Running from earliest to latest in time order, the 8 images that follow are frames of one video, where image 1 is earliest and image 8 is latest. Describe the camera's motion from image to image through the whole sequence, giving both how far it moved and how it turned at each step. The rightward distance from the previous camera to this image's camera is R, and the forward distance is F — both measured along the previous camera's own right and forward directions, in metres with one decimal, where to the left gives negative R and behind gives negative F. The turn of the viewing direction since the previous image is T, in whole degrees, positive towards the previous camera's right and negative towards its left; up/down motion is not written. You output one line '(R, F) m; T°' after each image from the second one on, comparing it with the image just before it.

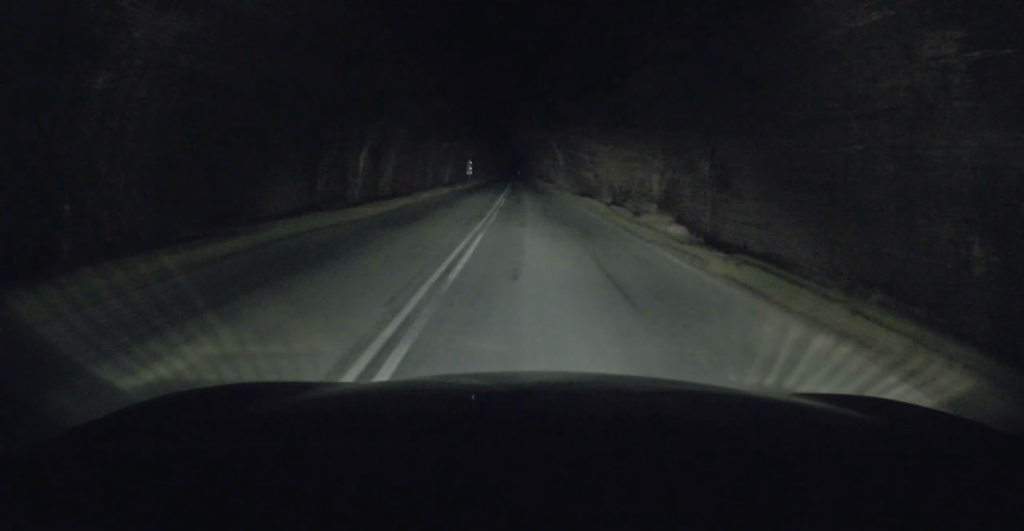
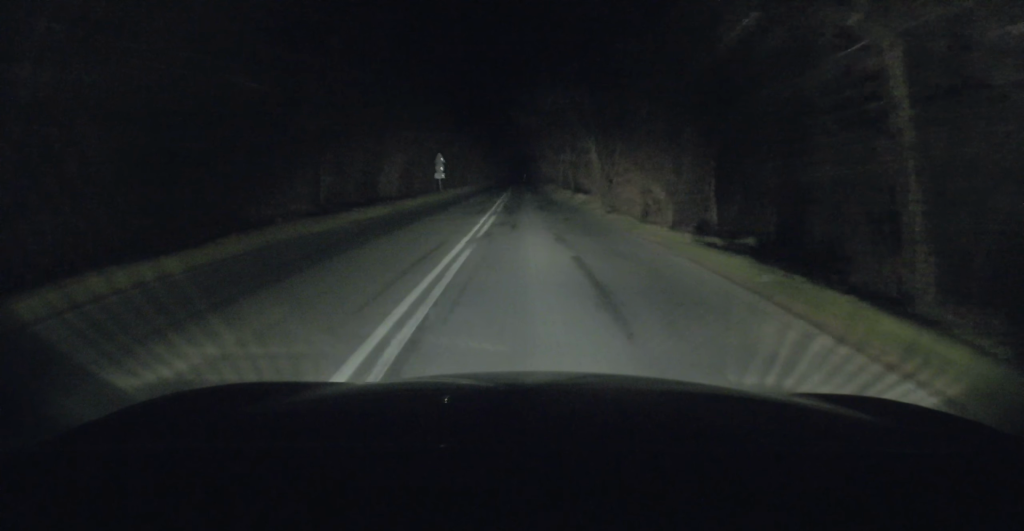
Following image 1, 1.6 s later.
(-0.4, +30.3) m; -2°
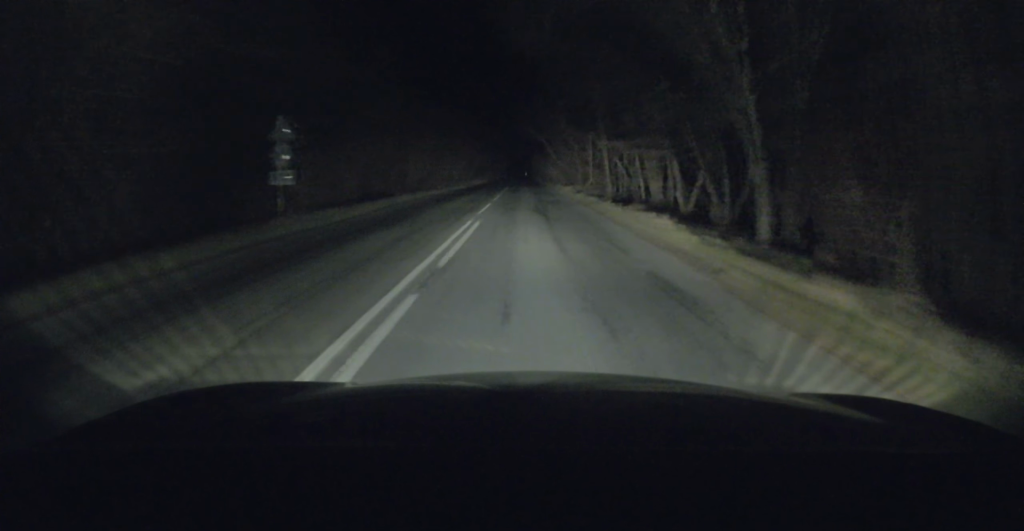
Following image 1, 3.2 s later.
(+0.2, +31.1) m; +1°
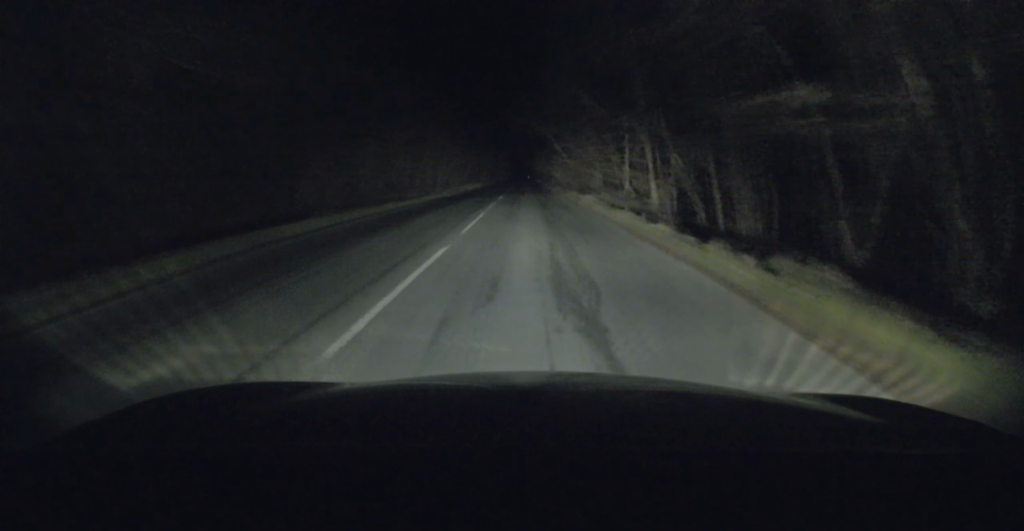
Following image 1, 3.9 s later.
(+0.1, +13.2) m; 0°
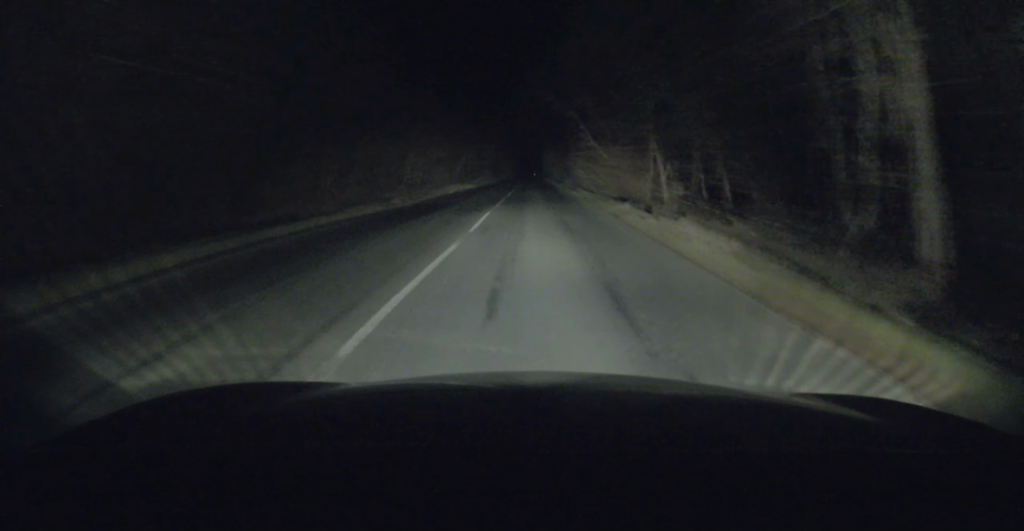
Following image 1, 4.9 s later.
(0.0, +18.2) m; 0°
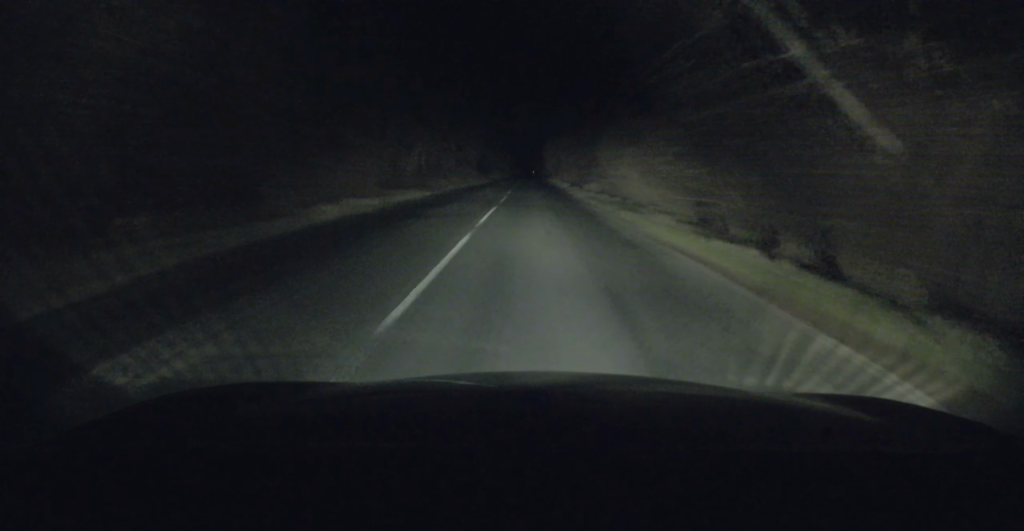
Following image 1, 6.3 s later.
(+0.1, +25.8) m; -1°
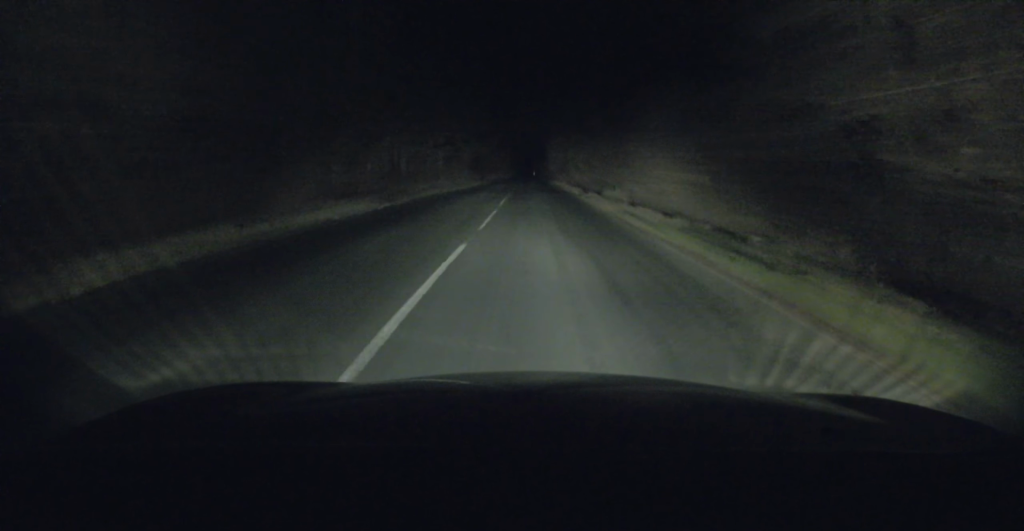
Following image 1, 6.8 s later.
(-0.1, +10.1) m; -1°
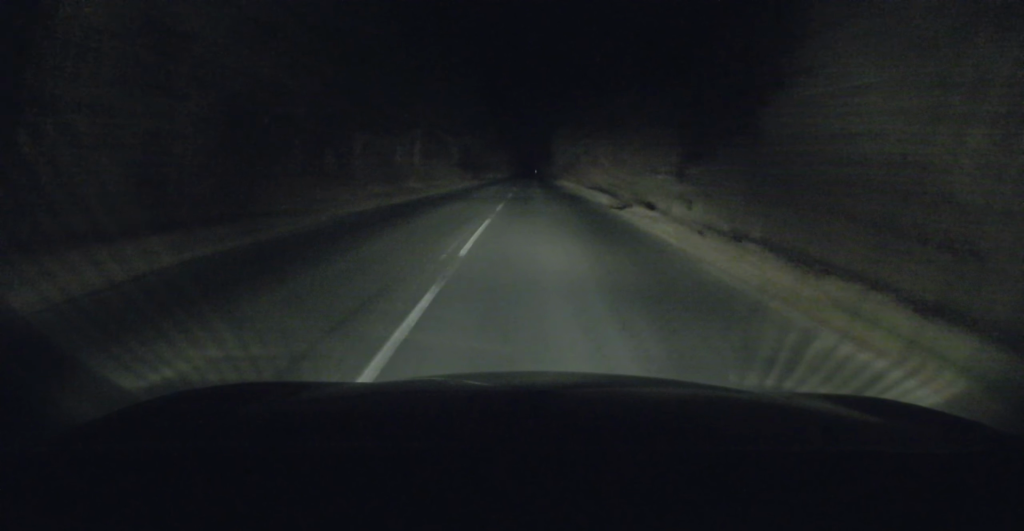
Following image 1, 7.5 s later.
(-0.4, +13.8) m; -1°
